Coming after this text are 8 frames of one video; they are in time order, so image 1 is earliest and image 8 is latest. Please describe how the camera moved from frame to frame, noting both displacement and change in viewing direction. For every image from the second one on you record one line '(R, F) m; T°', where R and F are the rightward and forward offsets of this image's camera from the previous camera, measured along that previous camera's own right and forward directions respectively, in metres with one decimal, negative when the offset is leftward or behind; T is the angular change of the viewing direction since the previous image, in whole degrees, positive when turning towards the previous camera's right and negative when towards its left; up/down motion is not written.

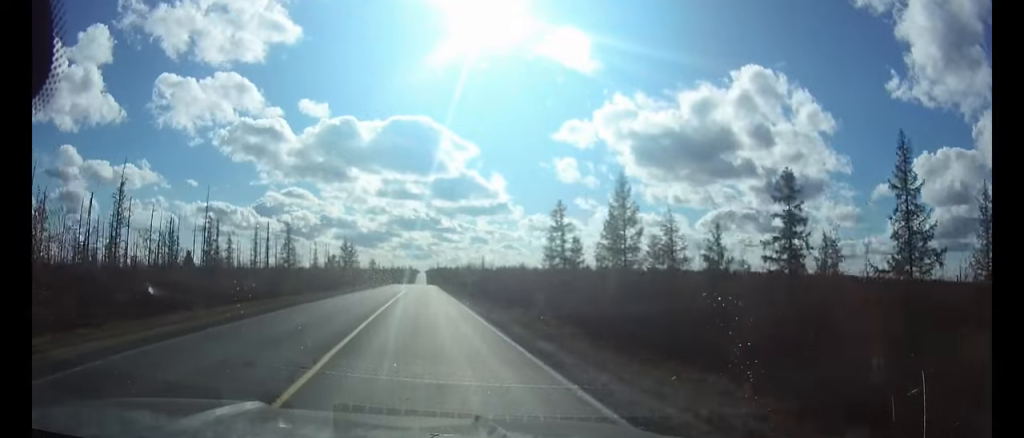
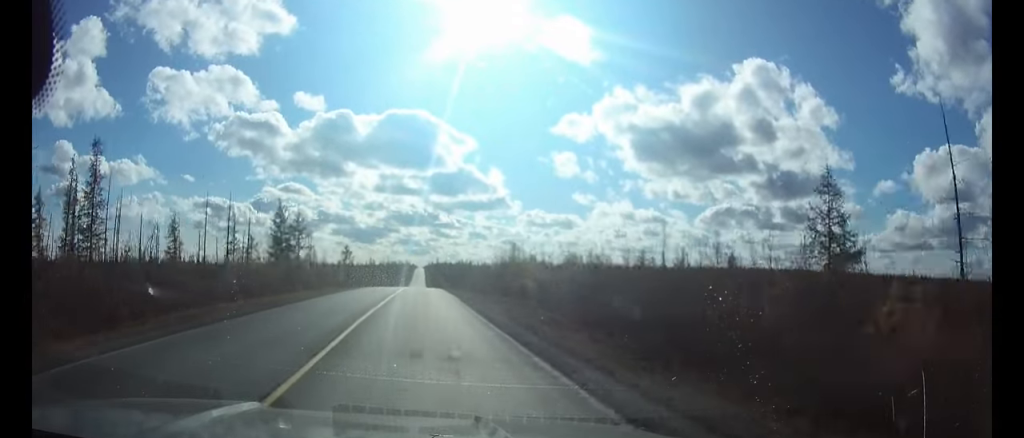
(0.0, +53.6) m; 0°
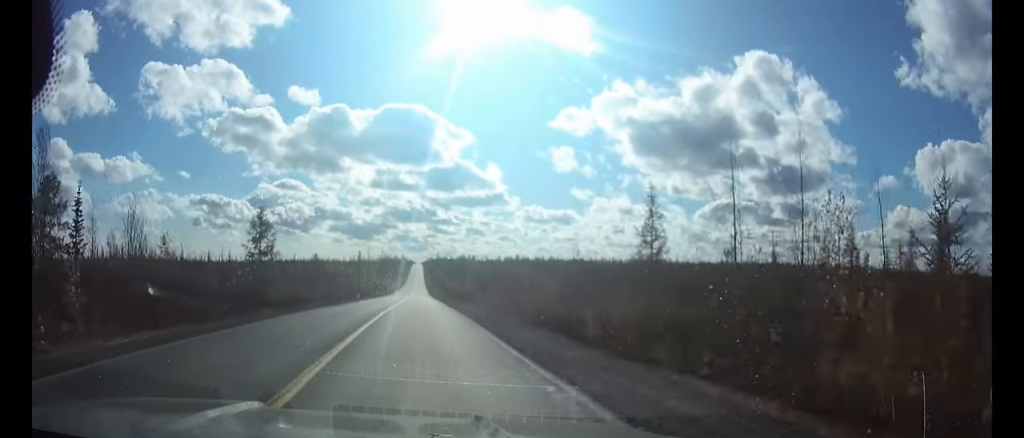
(+0.1, +61.0) m; 0°
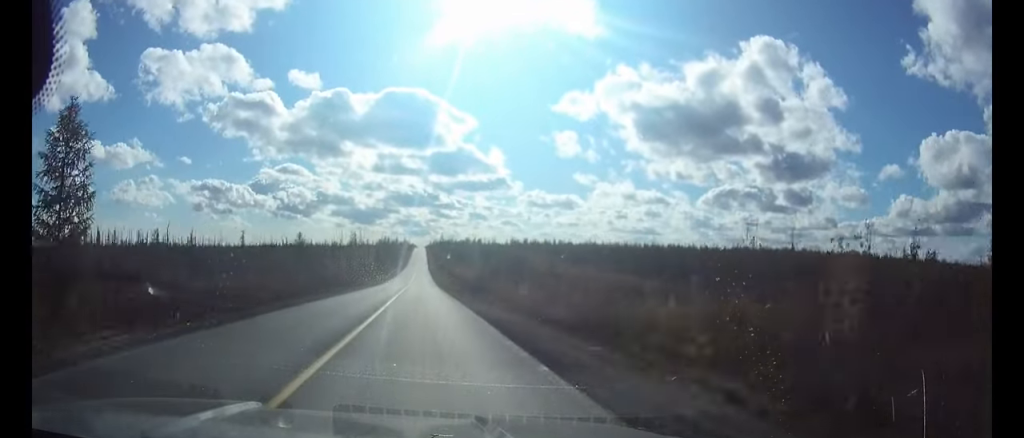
(0.0, +30.3) m; 0°
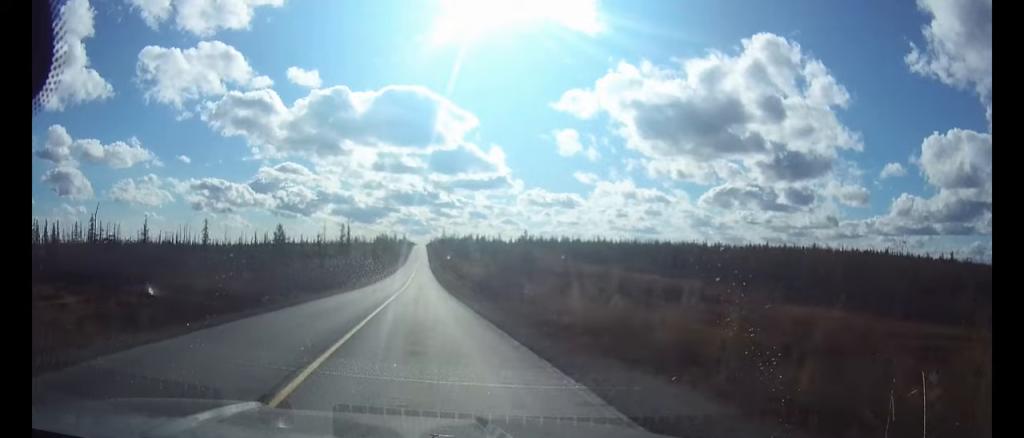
(0.0, +25.3) m; 0°
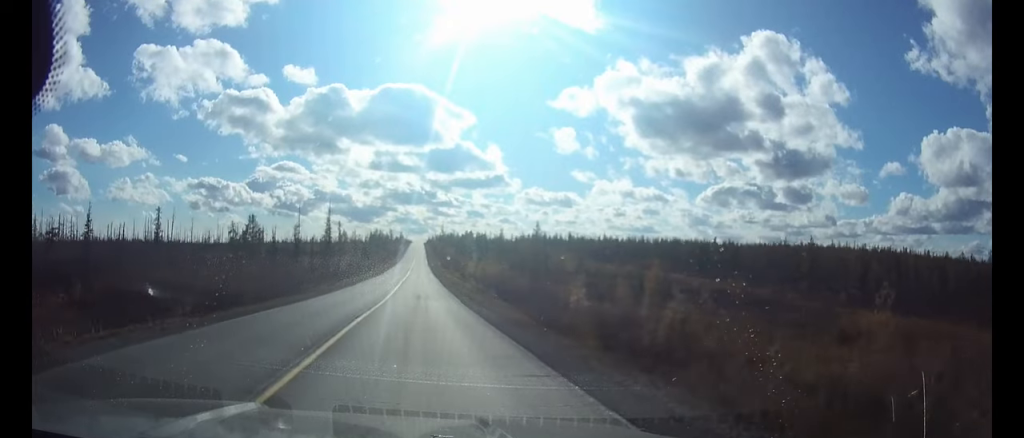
(0.0, +22.4) m; 0°
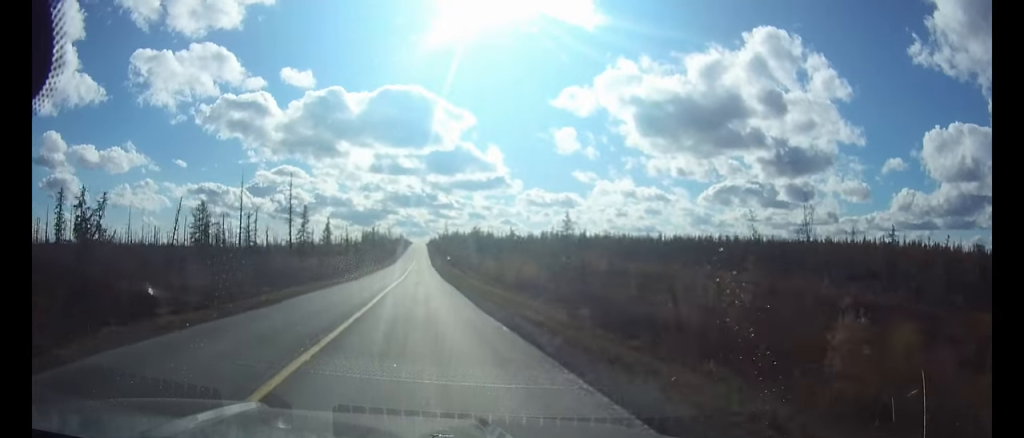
(0.0, +31.7) m; 0°
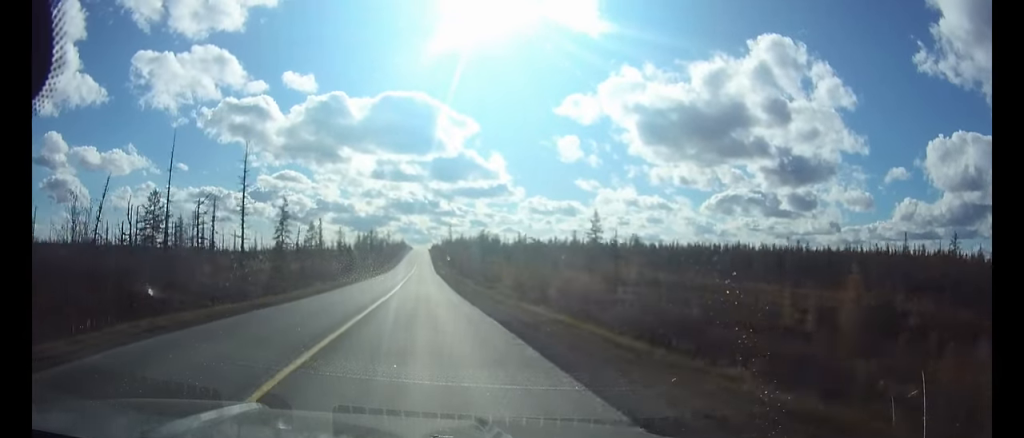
(0.0, +19.5) m; 0°
